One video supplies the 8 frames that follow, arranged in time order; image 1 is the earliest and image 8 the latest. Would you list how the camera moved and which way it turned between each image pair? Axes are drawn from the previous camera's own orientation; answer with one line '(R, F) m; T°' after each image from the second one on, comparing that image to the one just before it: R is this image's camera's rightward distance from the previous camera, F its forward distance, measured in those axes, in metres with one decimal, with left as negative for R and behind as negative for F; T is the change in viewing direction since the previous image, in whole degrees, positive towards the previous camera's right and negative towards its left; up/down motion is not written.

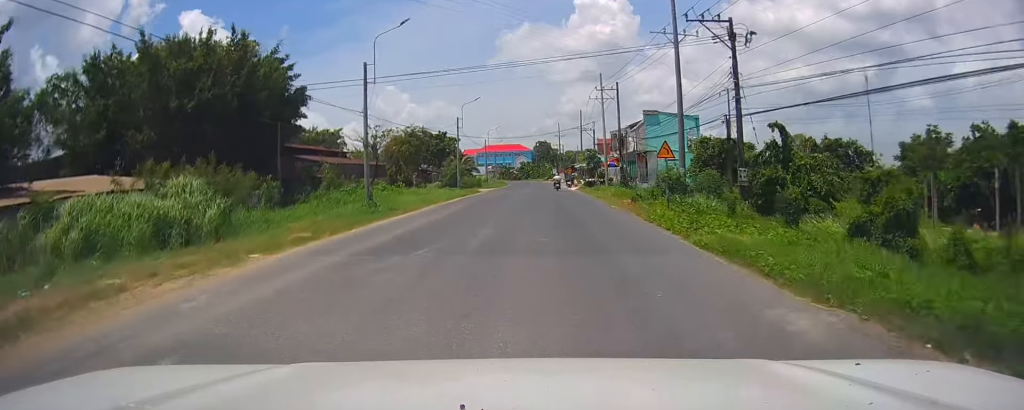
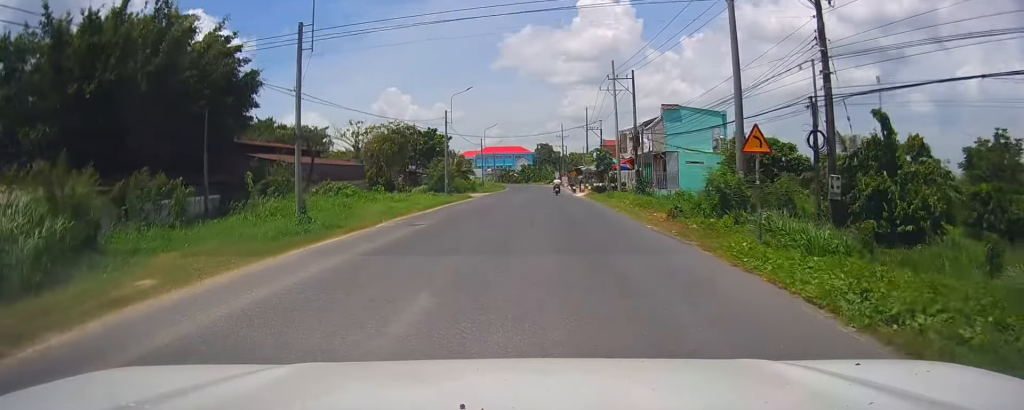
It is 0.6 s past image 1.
(-0.1, +9.0) m; -1°
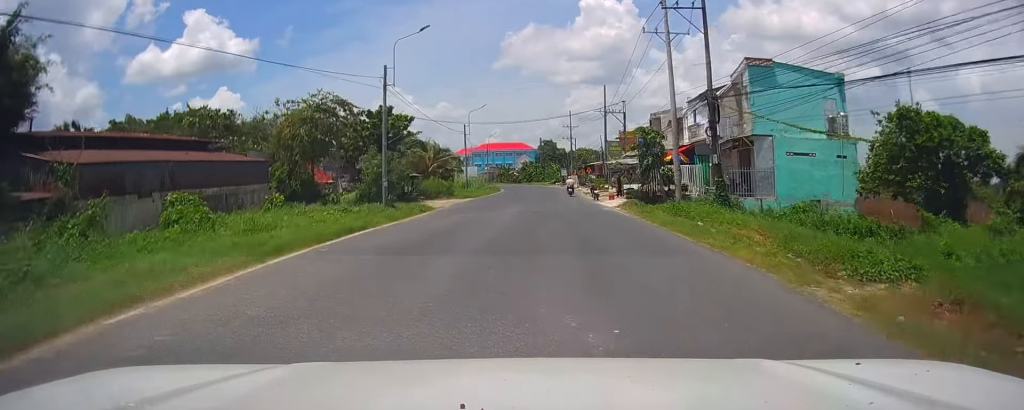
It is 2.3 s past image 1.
(+0.3, +23.0) m; +2°
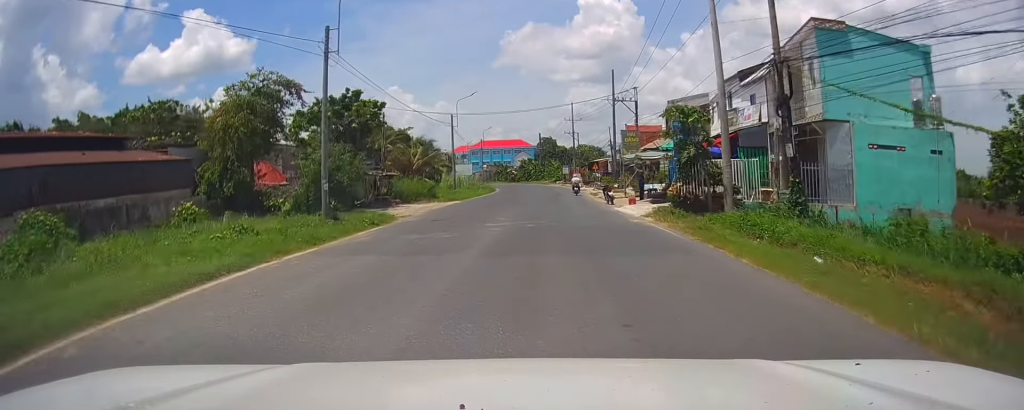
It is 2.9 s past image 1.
(+0.1, +9.0) m; 0°
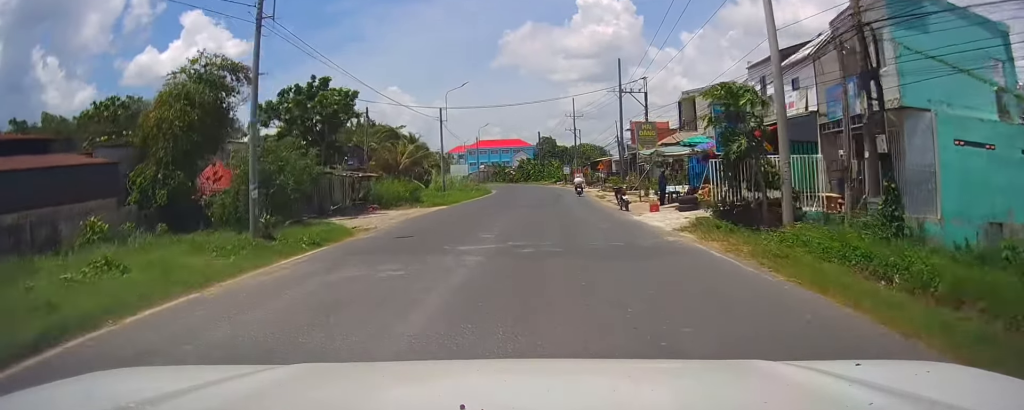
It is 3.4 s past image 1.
(0.0, +6.0) m; 0°
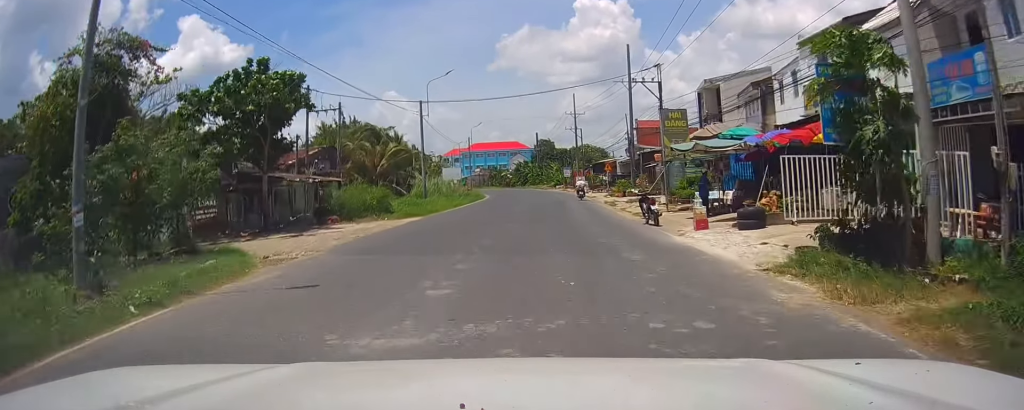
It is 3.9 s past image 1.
(-0.1, +7.5) m; 0°
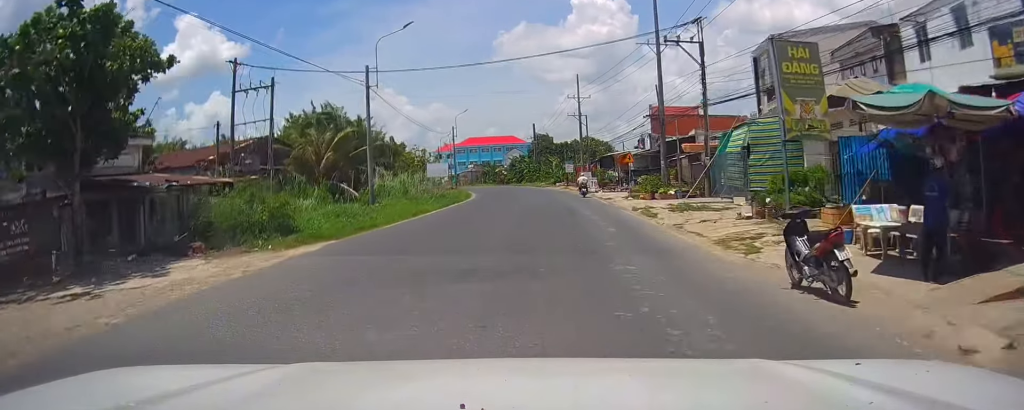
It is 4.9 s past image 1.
(0.0, +13.1) m; +1°
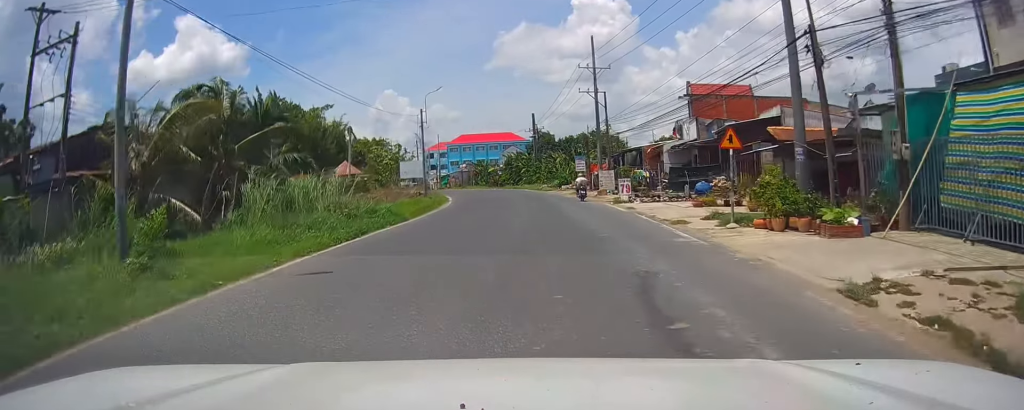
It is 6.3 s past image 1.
(+0.5, +19.4) m; +1°
